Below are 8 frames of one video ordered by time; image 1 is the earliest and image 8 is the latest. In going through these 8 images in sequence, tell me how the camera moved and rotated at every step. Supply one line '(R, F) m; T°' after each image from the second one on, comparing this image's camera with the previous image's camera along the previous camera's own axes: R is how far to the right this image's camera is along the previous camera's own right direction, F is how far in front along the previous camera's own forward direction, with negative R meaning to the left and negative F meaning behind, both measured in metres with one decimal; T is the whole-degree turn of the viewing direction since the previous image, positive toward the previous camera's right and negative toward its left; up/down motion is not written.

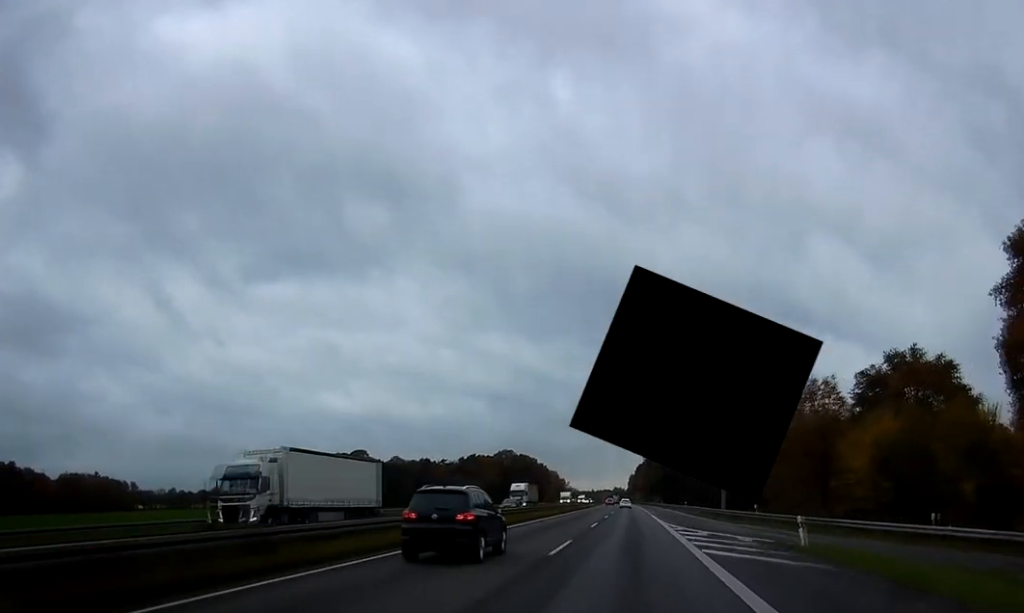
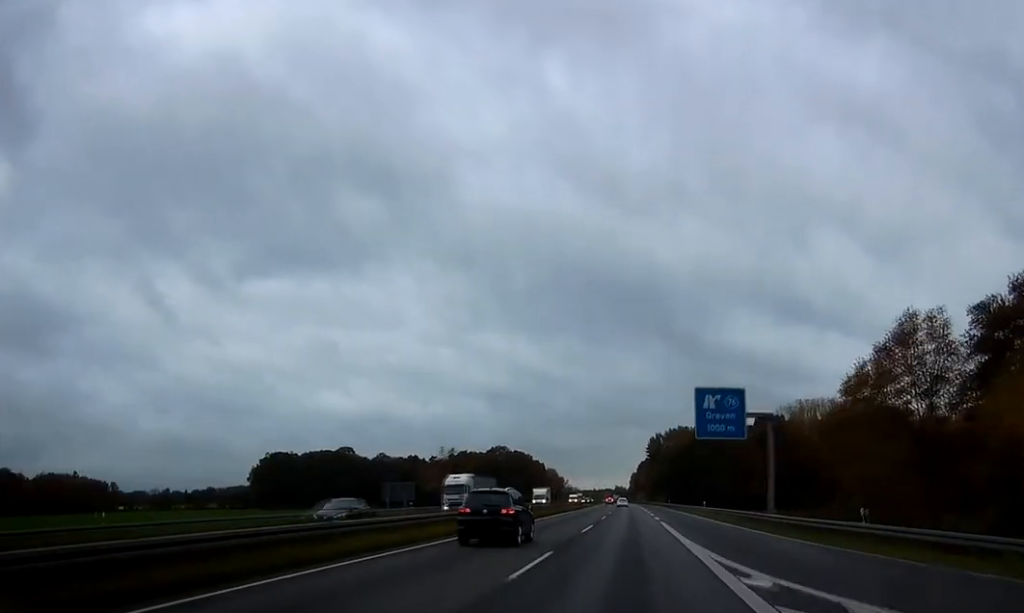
(-0.3, +23.9) m; 0°
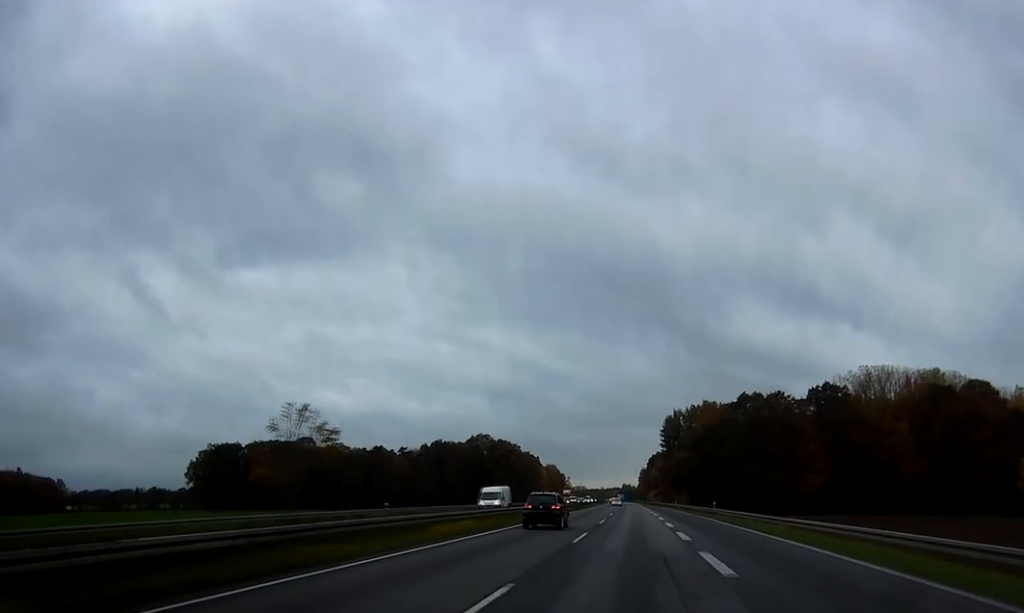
(0.0, +60.9) m; 0°
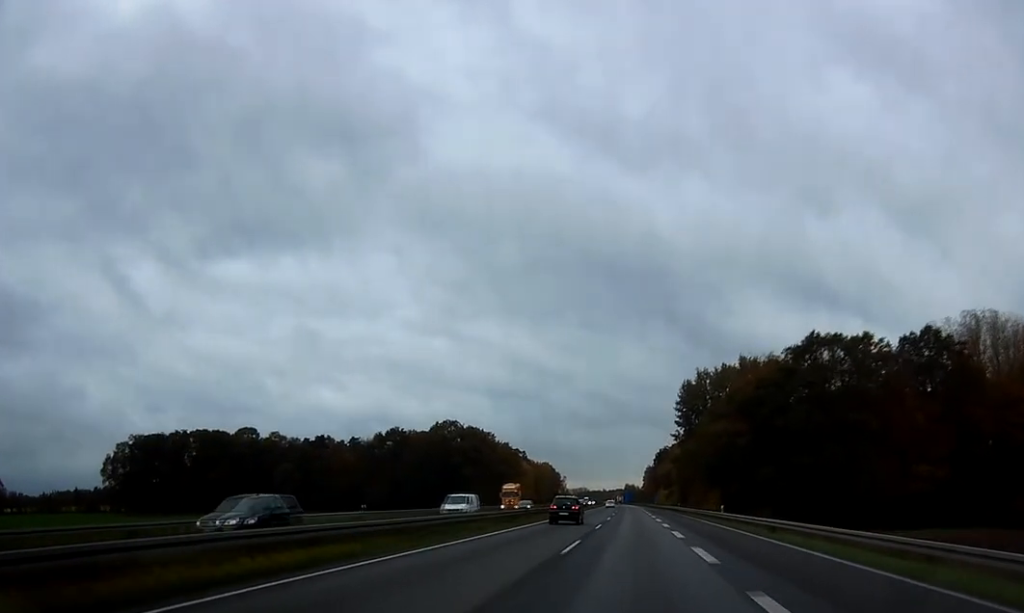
(-0.8, +58.0) m; -1°
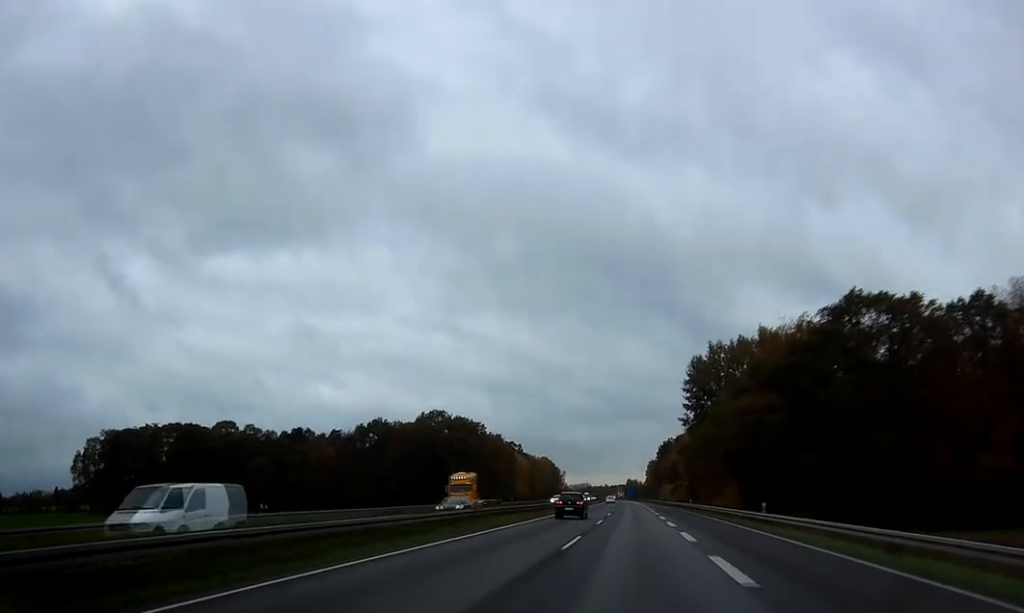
(-0.1, +18.0) m; 0°
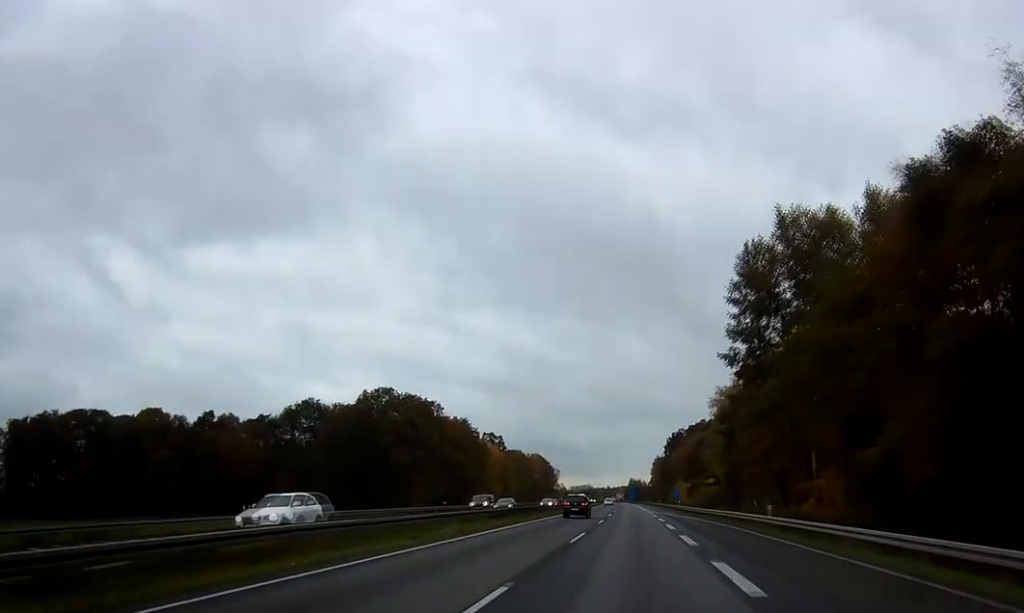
(-0.4, +50.4) m; -1°
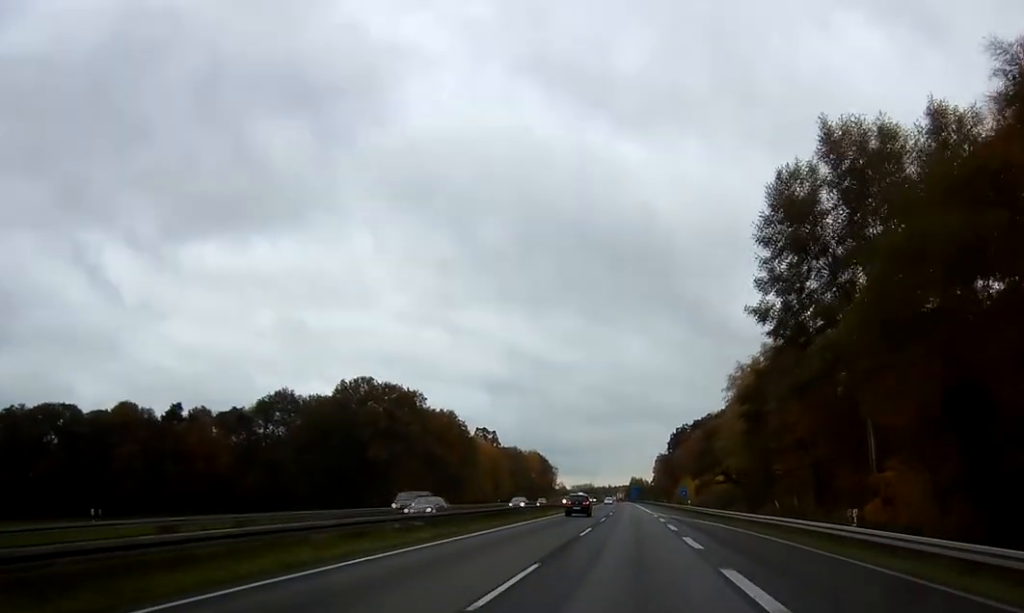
(0.0, +14.4) m; 0°
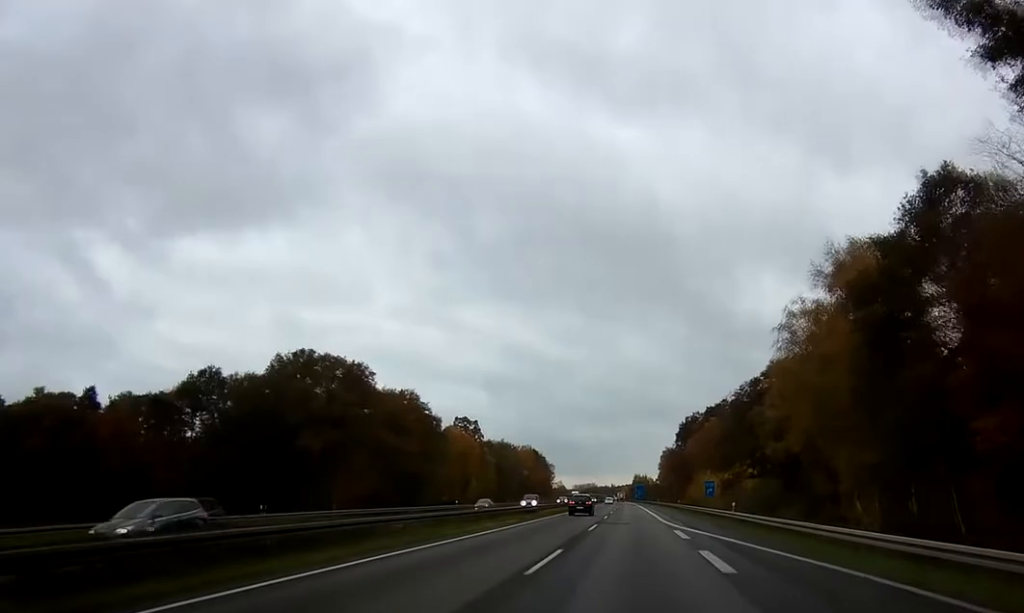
(0.0, +31.7) m; +1°
